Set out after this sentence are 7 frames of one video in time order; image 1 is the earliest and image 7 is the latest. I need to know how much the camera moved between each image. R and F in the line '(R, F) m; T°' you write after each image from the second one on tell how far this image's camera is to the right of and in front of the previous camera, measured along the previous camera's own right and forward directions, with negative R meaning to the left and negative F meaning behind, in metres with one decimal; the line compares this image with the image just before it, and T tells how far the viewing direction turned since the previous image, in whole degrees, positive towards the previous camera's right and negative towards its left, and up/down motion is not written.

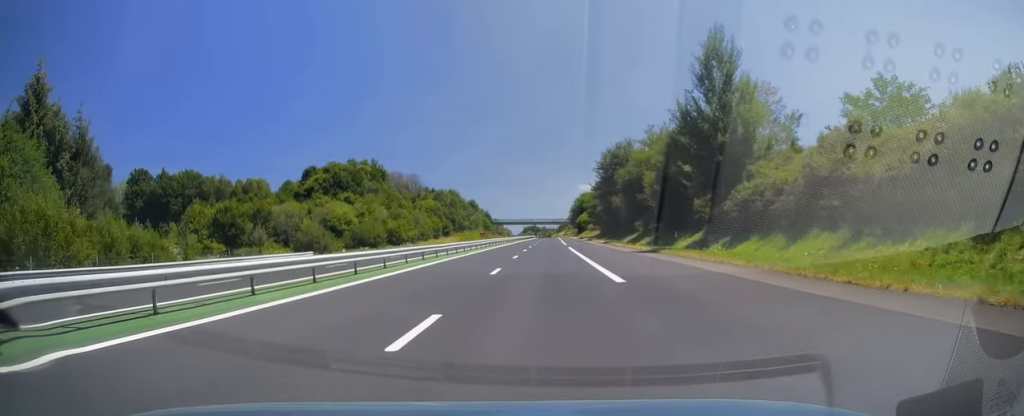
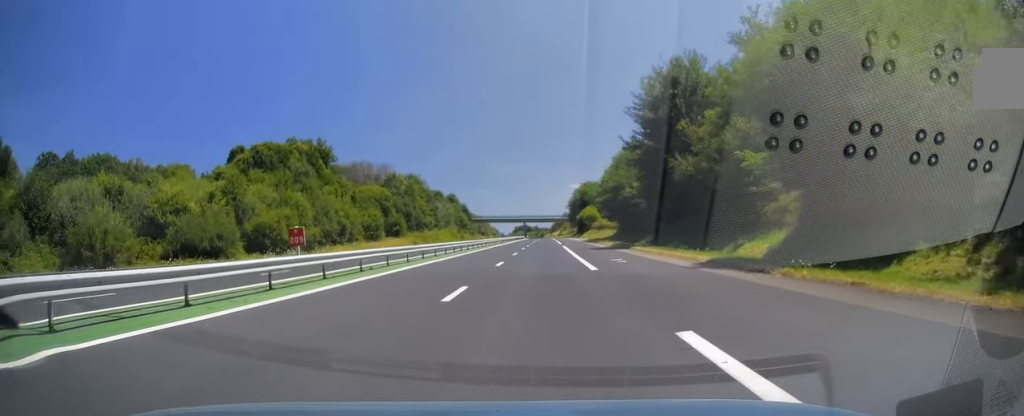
(0.0, +46.6) m; 0°
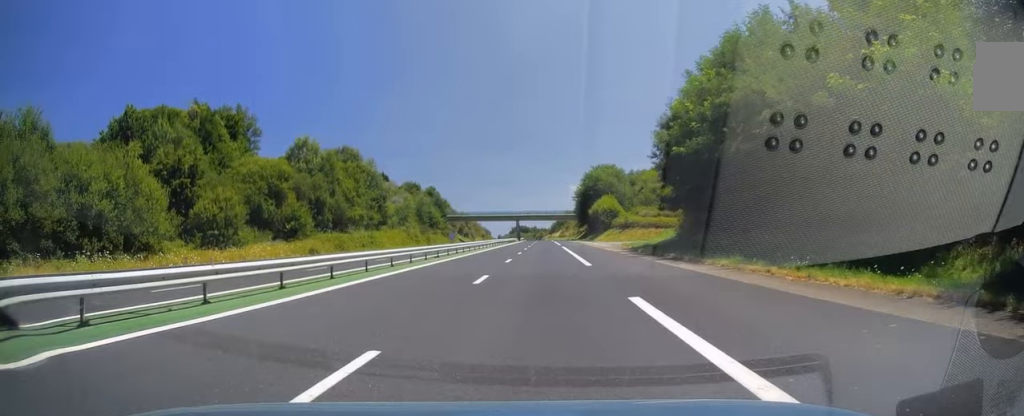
(+0.5, +47.0) m; +1°
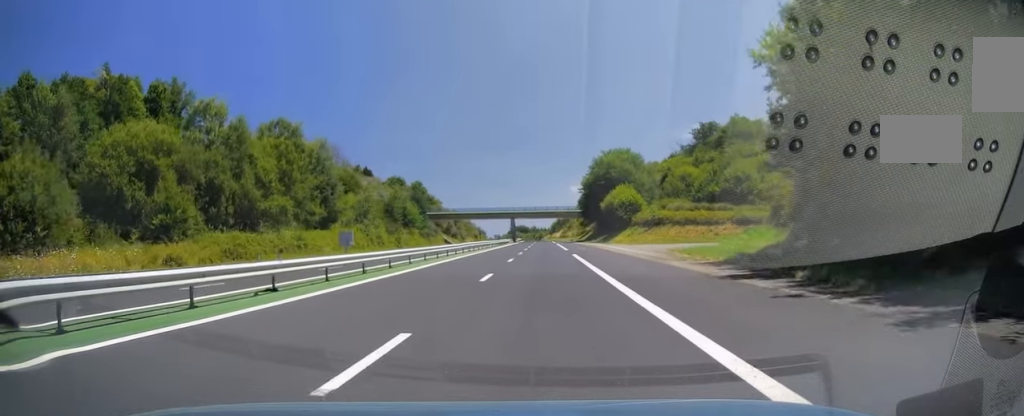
(-0.2, +24.5) m; 0°
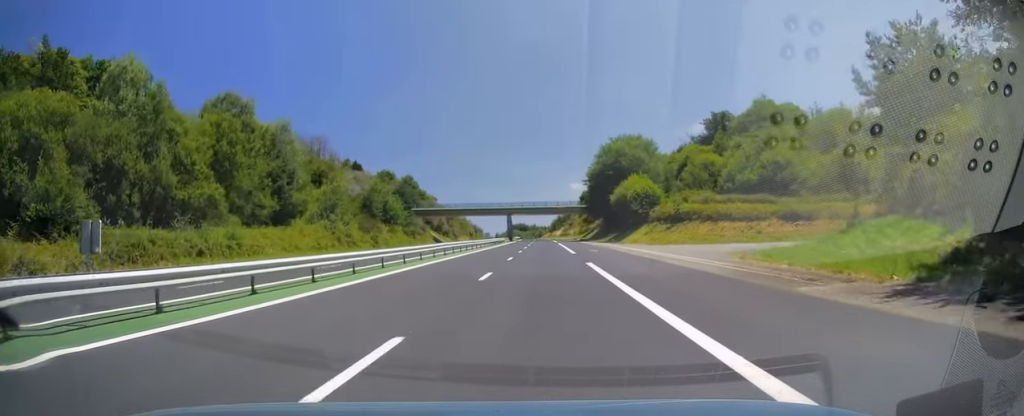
(-0.1, +13.2) m; 0°
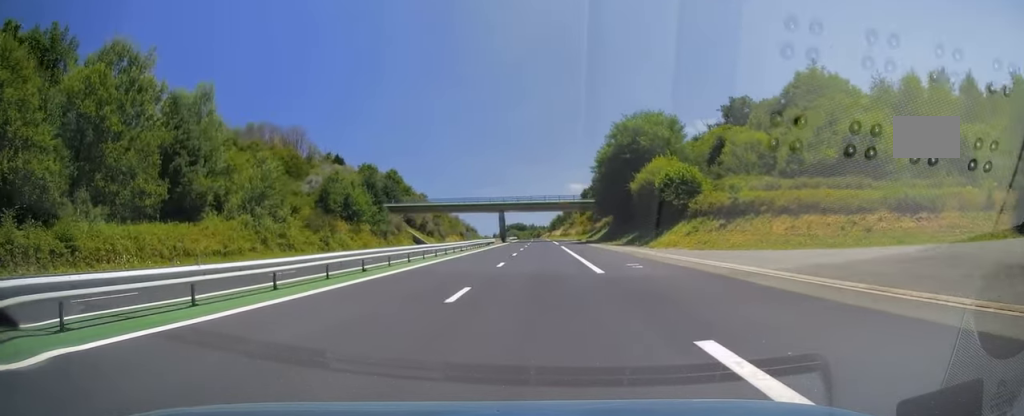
(+0.3, +18.7) m; +1°
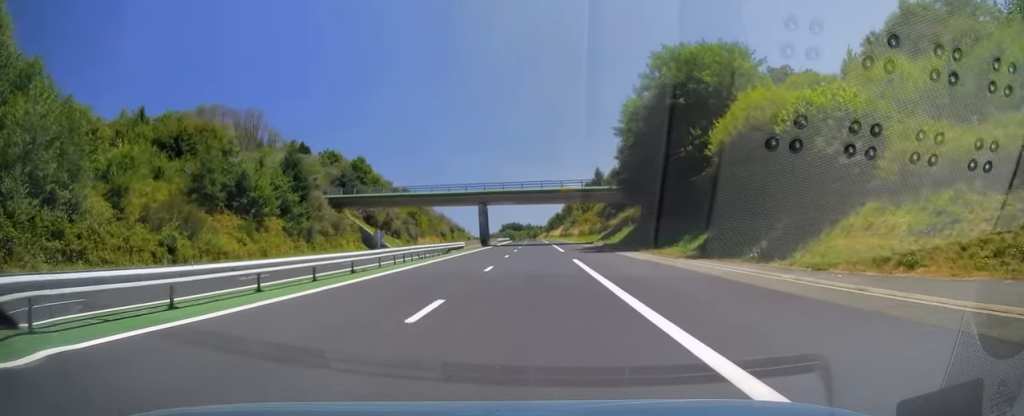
(+0.1, +28.6) m; 0°
